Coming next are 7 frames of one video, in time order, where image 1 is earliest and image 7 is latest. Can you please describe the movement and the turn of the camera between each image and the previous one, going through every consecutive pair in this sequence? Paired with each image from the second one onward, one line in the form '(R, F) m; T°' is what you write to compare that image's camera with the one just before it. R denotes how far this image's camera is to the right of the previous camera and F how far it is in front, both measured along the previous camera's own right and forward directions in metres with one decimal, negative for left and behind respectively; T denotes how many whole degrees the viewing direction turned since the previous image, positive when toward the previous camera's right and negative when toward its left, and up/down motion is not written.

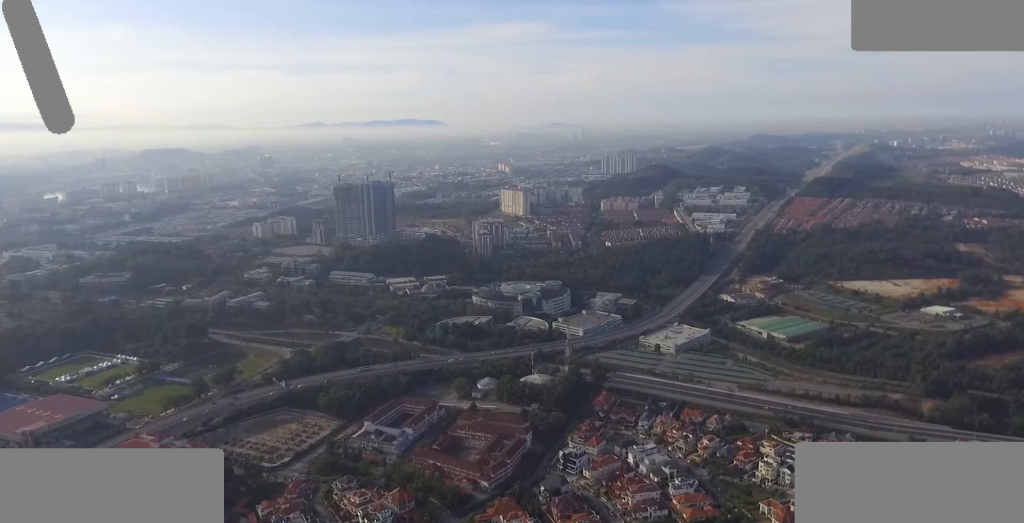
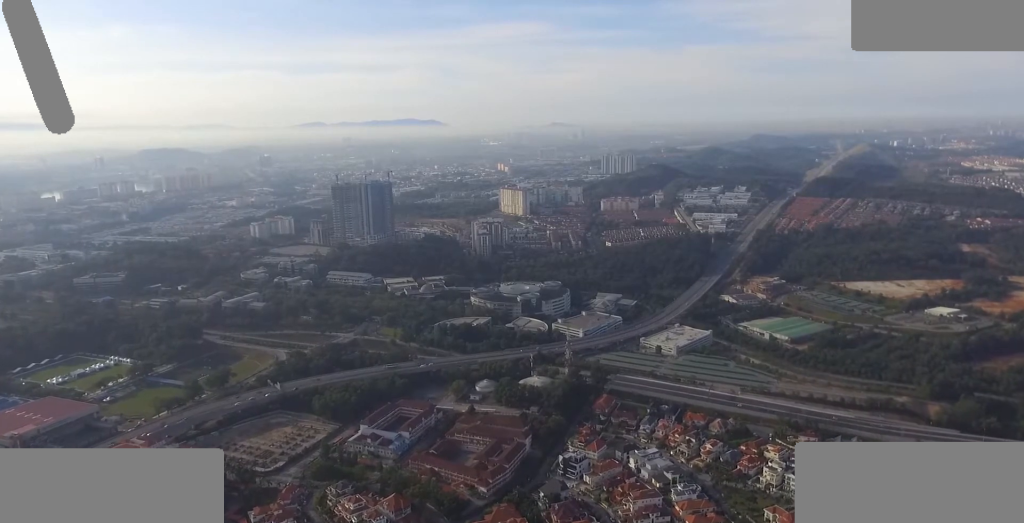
(-0.1, +12.4) m; +3°
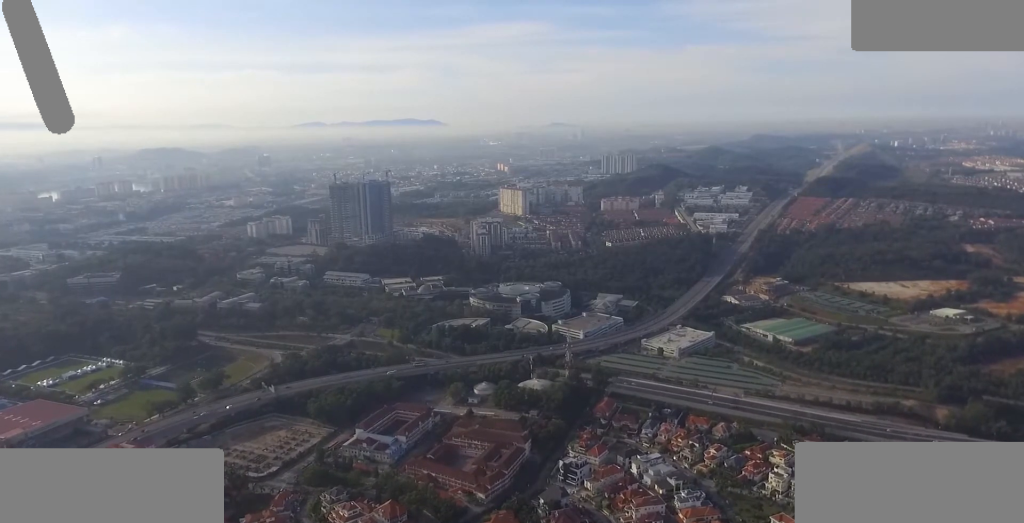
(+0.5, +13.1) m; 0°
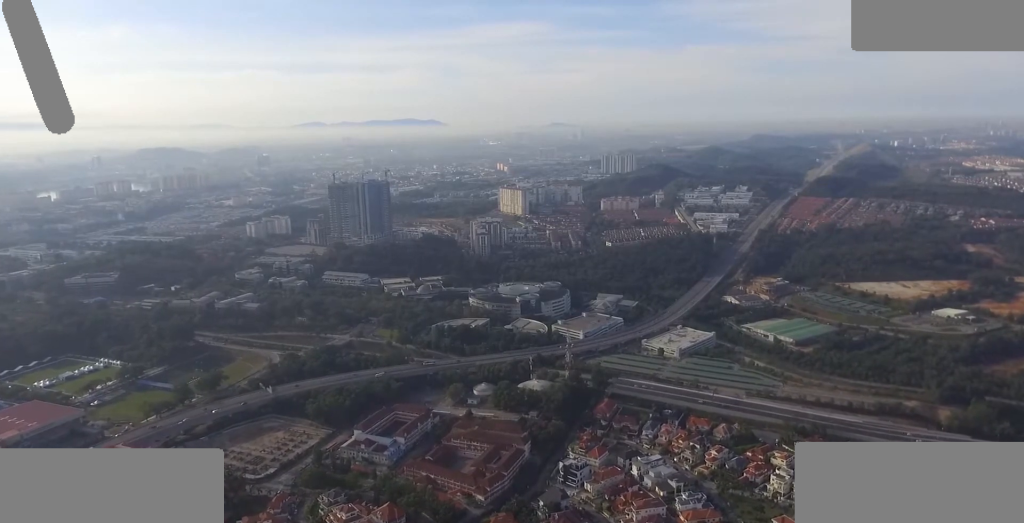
(-0.1, +4.7) m; -1°
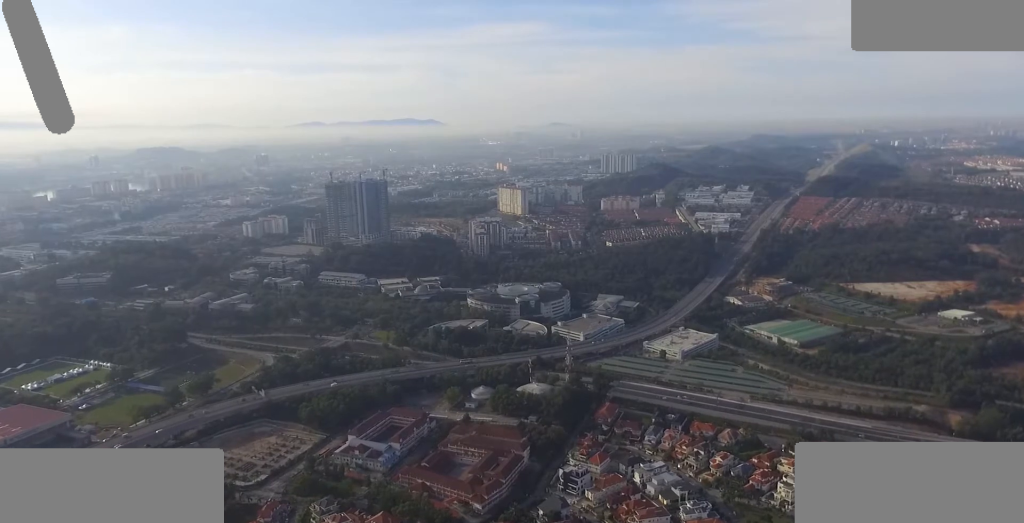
(+0.2, +16.4) m; +1°
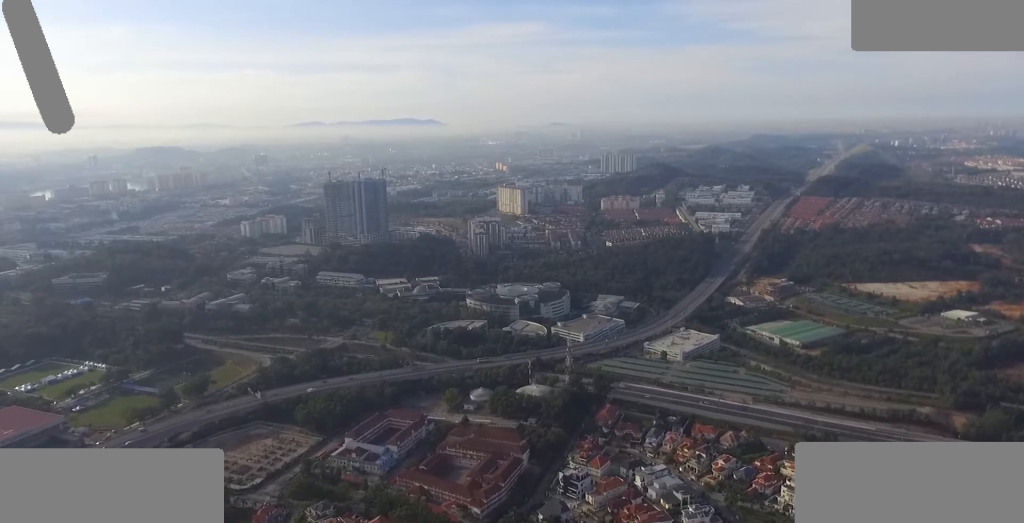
(0.0, +8.1) m; 0°
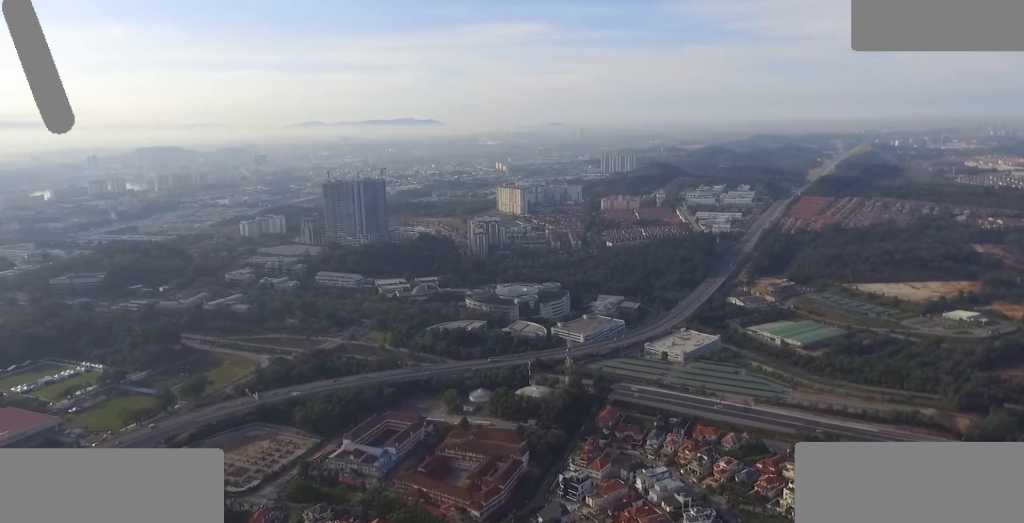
(0.0, +5.3) m; -1°
